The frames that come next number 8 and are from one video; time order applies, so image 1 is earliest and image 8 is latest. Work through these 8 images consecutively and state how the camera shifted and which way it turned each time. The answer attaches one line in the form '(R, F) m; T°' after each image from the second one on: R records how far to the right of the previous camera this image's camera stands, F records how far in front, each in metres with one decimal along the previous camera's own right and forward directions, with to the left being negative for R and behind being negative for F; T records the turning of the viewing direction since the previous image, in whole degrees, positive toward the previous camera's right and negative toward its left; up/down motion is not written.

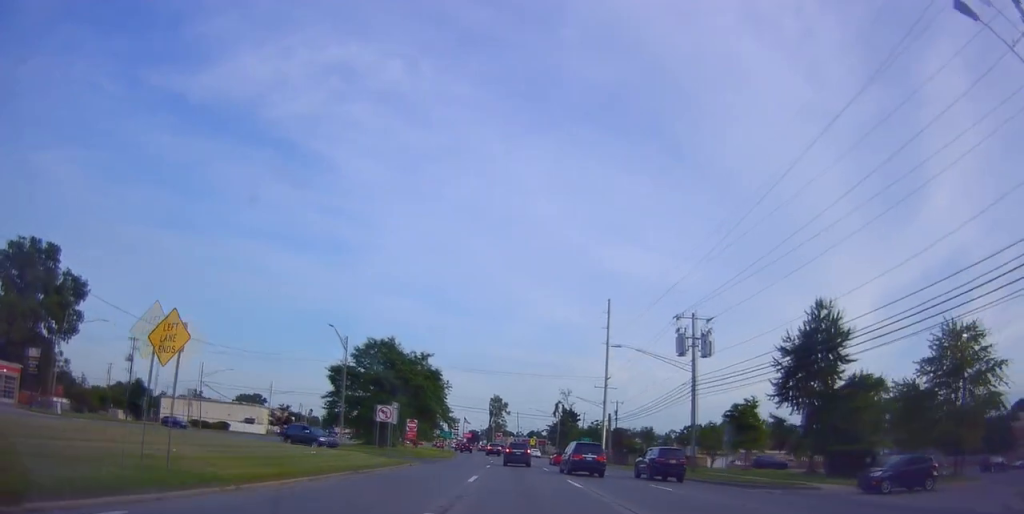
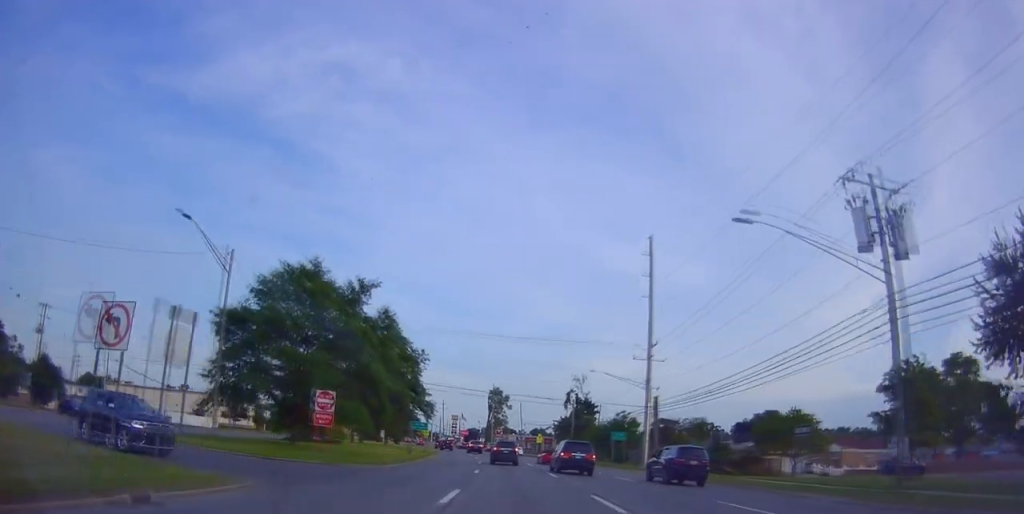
(+0.1, +25.4) m; +1°
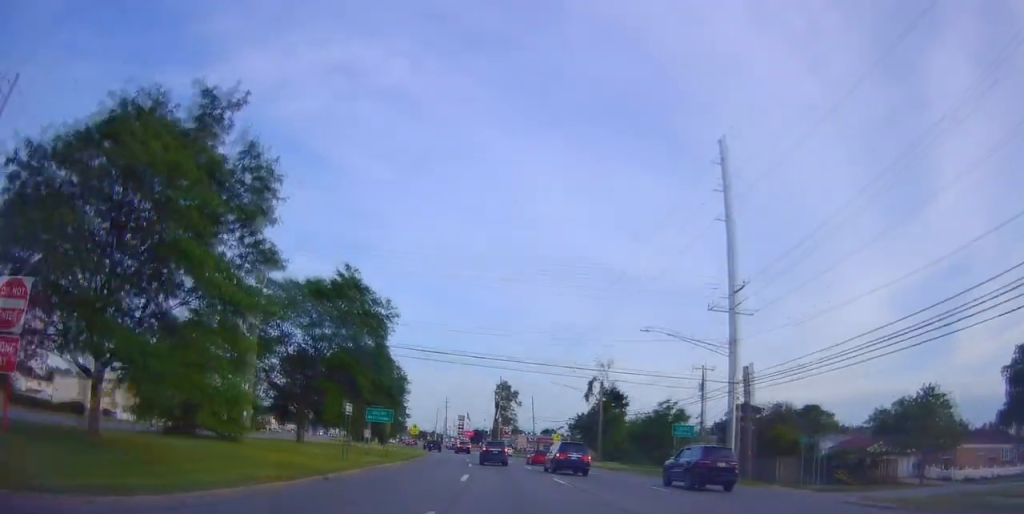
(+0.1, +20.5) m; -1°
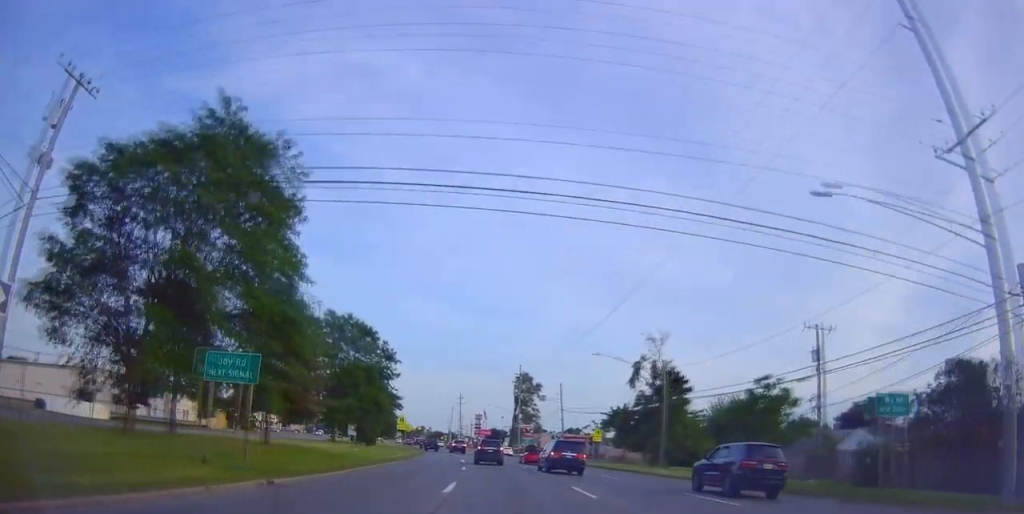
(-0.6, +22.3) m; -2°
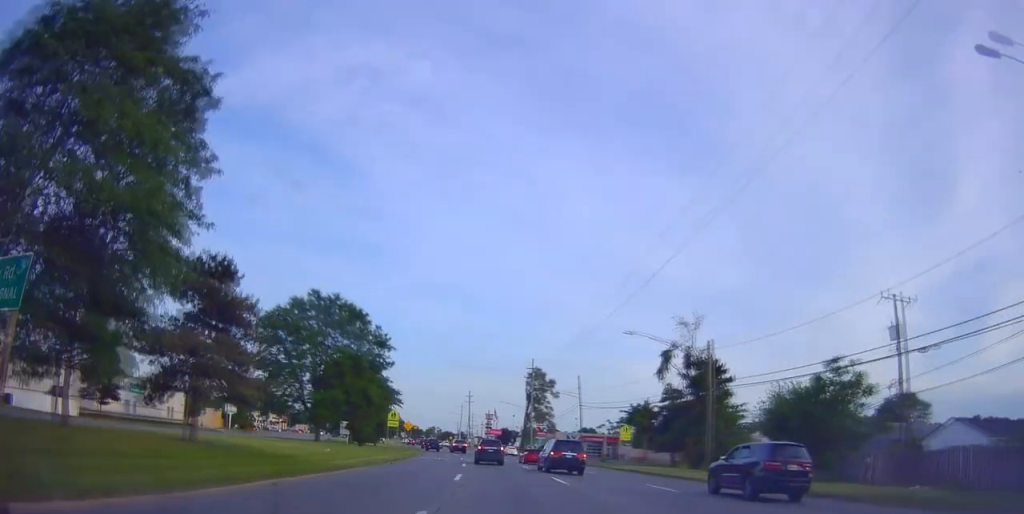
(-0.1, +9.3) m; -1°
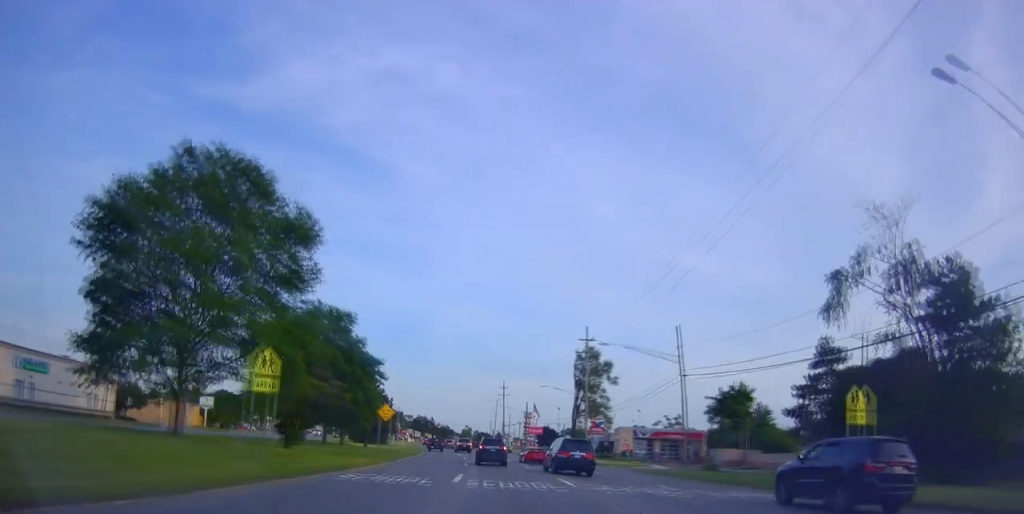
(-0.5, +31.5) m; -2°
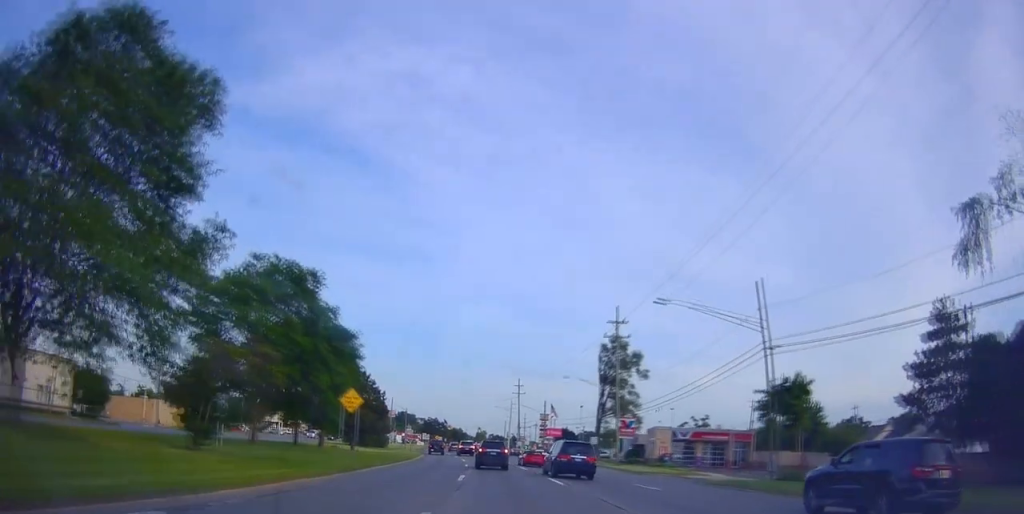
(-0.1, +13.2) m; -1°
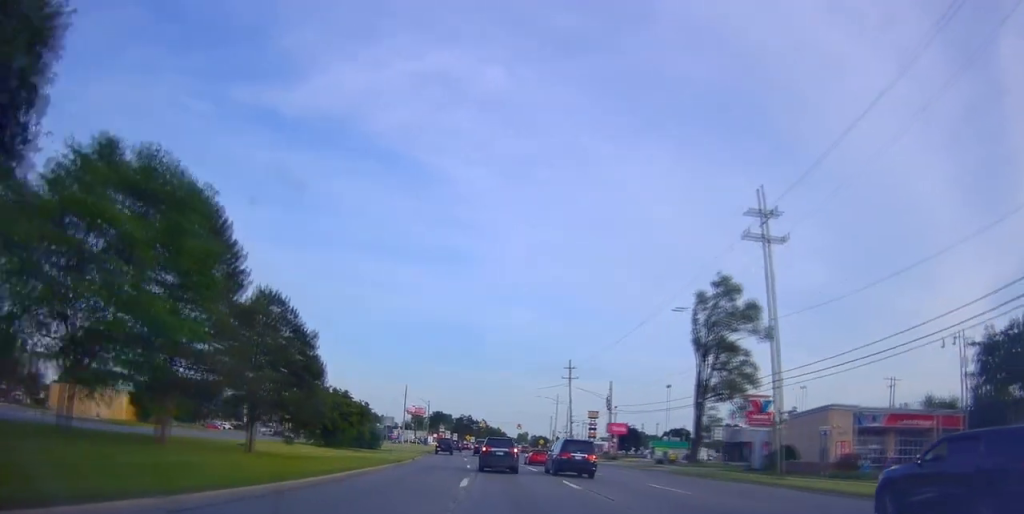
(-1.2, +33.9) m; -5°
